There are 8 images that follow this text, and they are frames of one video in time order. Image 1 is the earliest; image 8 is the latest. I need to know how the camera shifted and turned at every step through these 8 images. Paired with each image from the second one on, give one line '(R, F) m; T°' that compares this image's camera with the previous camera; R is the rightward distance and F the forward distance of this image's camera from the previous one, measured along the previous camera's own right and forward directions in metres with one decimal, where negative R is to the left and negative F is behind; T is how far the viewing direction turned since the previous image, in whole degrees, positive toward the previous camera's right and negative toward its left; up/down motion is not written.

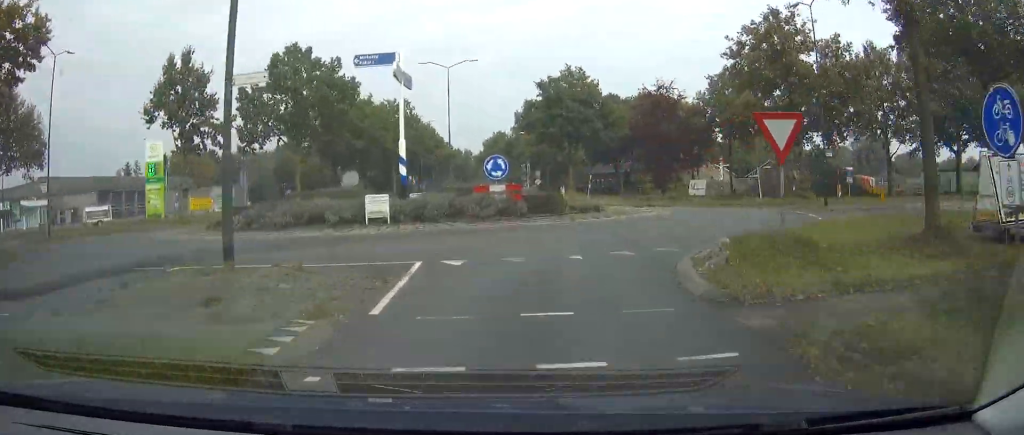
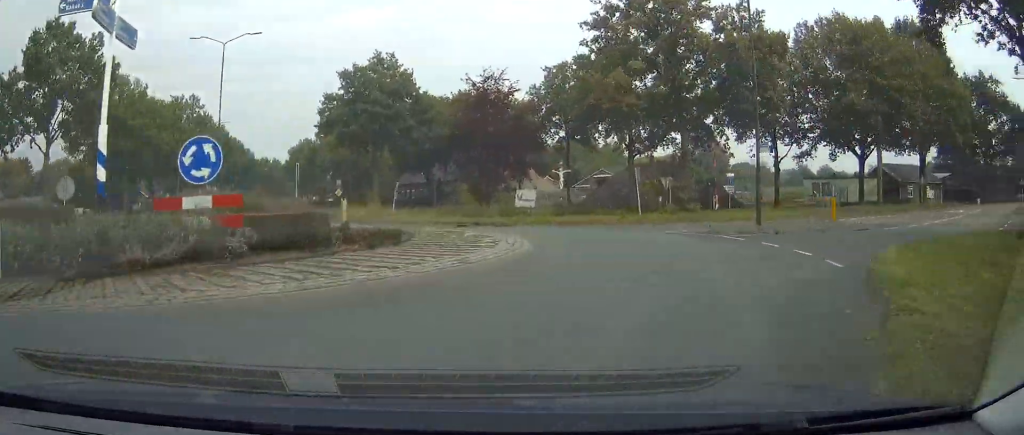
(+0.1, +12.0) m; +5°
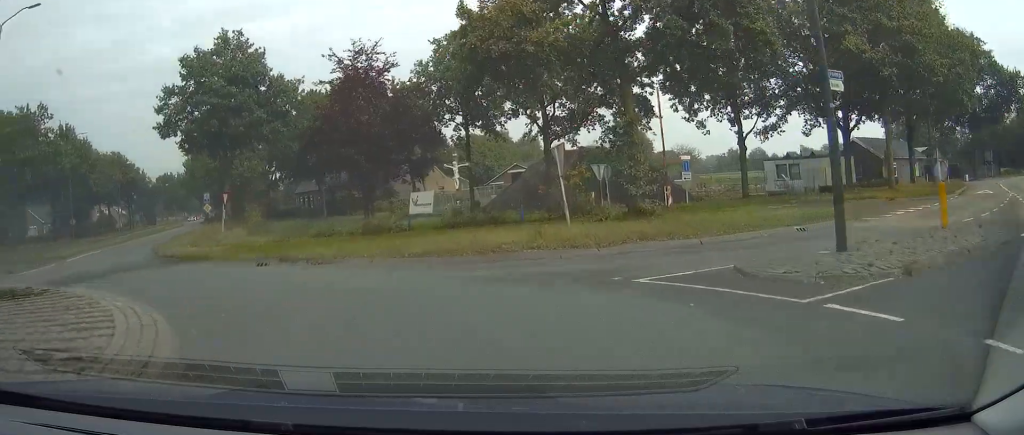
(+1.2, +11.8) m; -1°
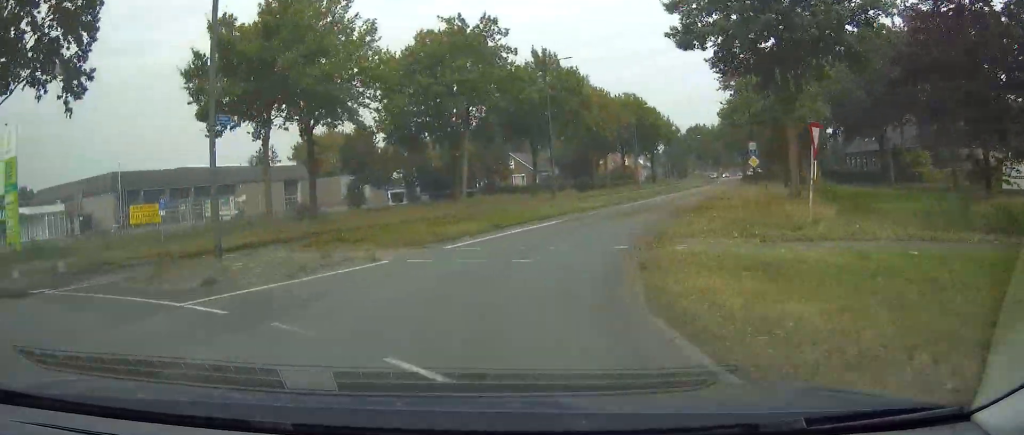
(-0.8, +15.3) m; -7°
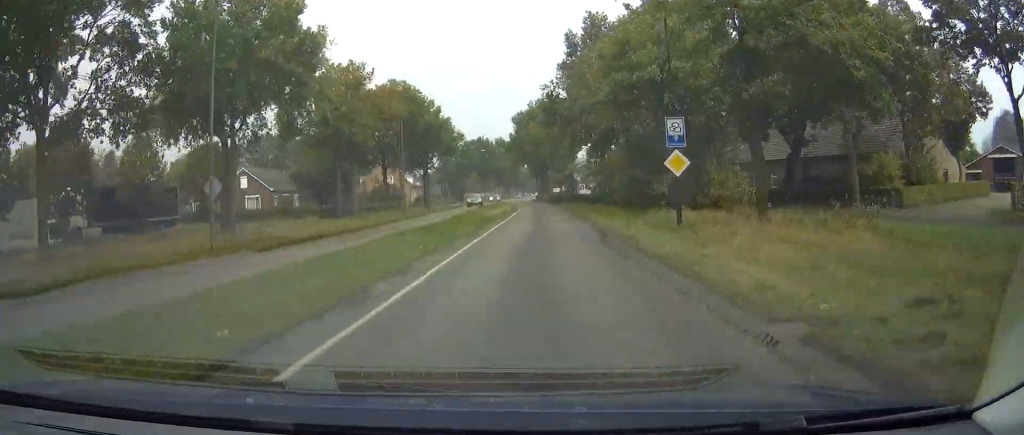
(-2.0, +23.4) m; -6°
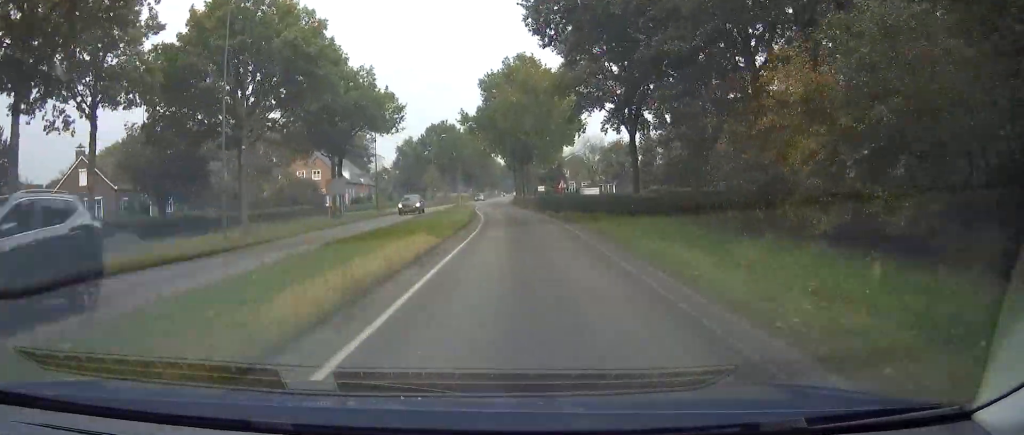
(-0.1, +27.7) m; +1°
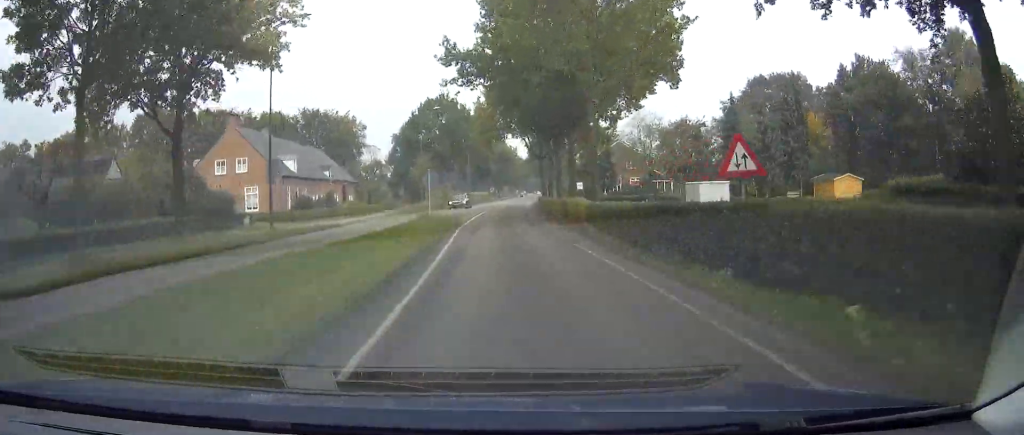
(+0.3, +28.9) m; 0°
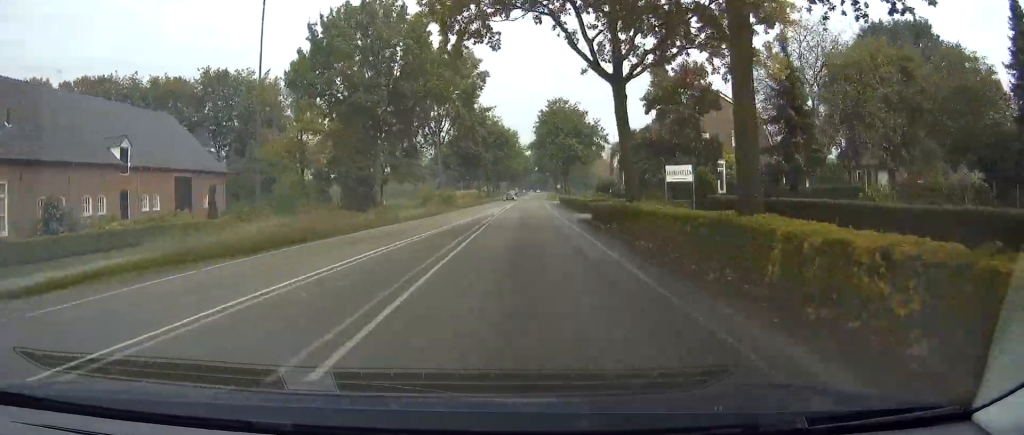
(-0.4, +42.3) m; 0°
